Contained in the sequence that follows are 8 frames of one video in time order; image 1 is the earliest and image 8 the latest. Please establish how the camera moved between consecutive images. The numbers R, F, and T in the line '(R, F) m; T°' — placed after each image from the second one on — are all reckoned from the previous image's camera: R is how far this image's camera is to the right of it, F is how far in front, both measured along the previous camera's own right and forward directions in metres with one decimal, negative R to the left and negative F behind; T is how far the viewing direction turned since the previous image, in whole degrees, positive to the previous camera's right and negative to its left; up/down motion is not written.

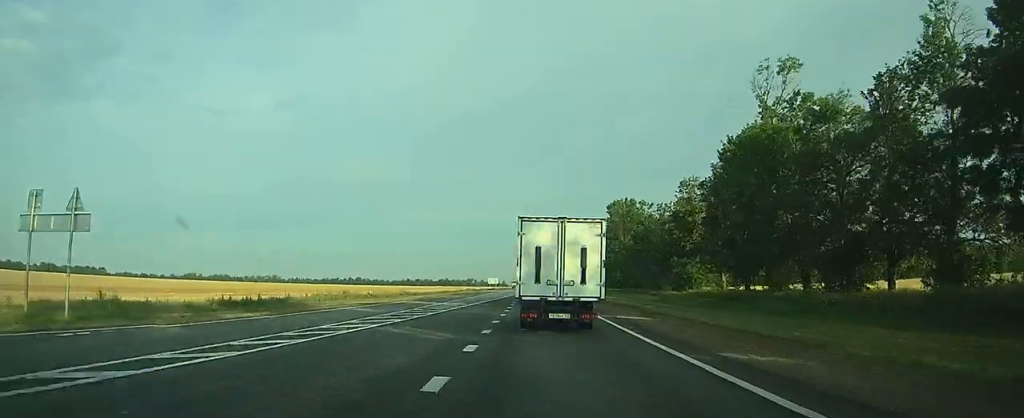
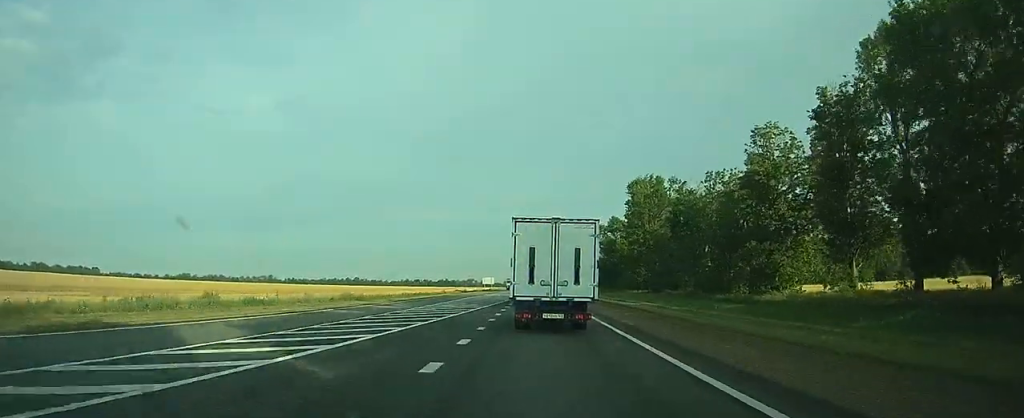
(+0.1, +27.0) m; 0°
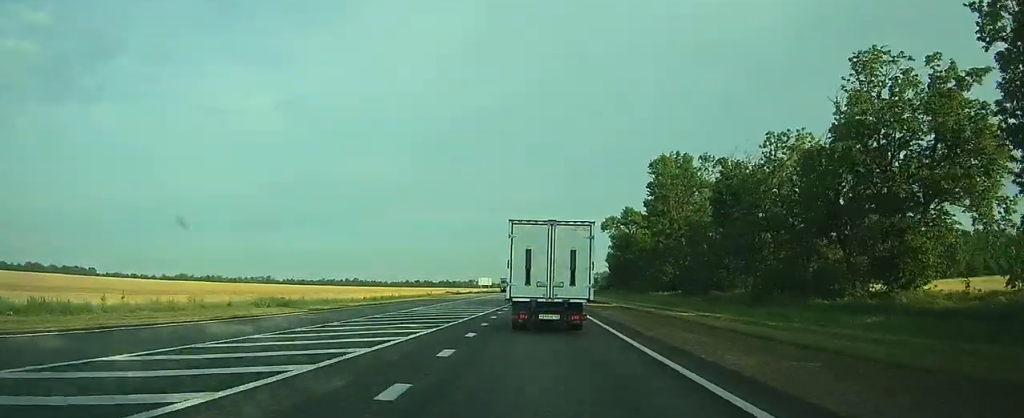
(0.0, +18.2) m; 0°
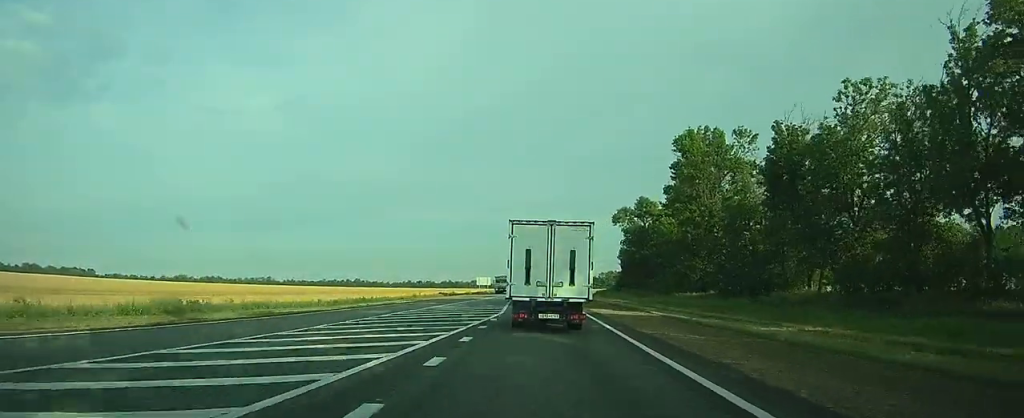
(0.0, +13.3) m; 0°
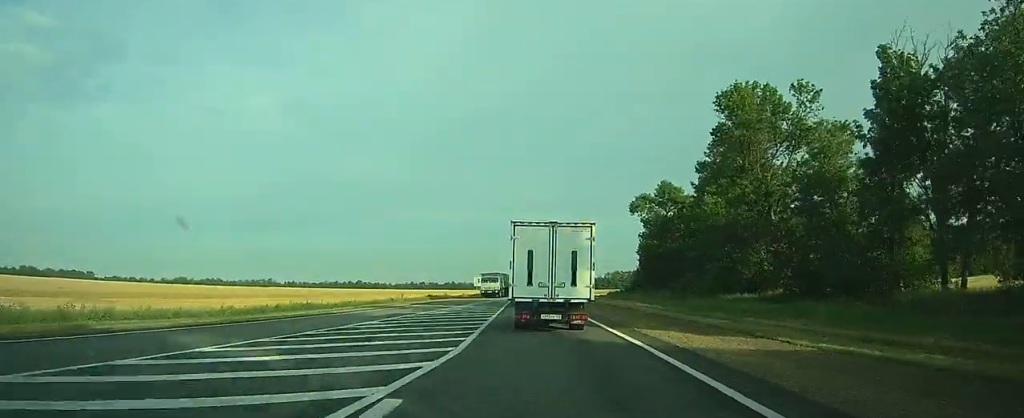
(0.0, +15.6) m; 0°
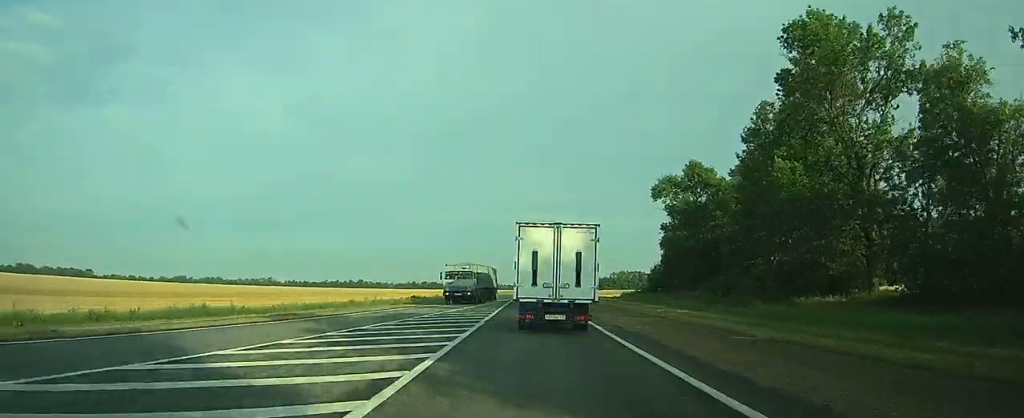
(0.0, +14.8) m; 0°
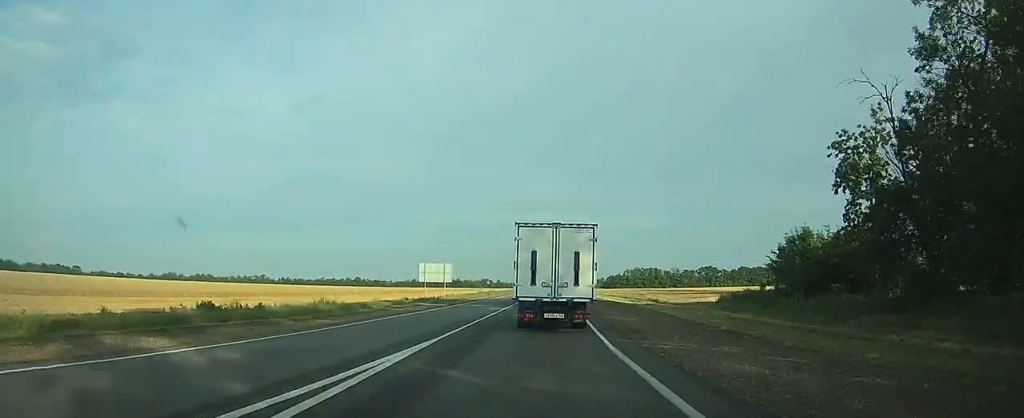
(-0.4, +54.1) m; 0°
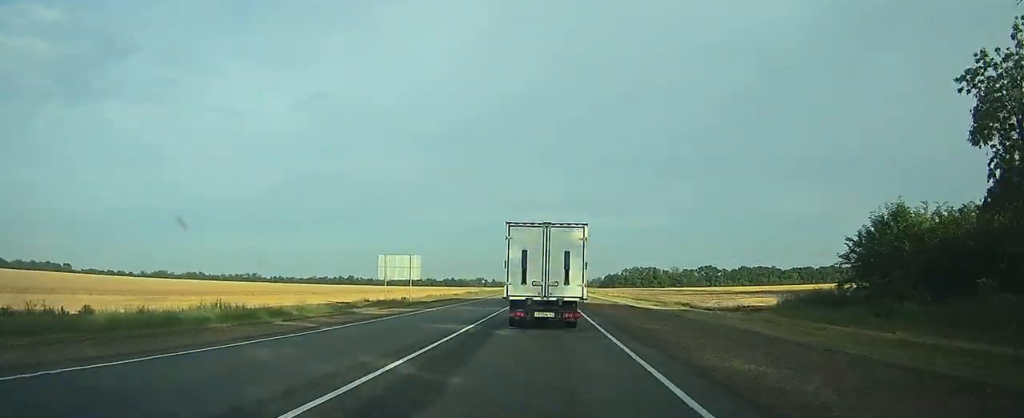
(0.0, +14.6) m; 0°
